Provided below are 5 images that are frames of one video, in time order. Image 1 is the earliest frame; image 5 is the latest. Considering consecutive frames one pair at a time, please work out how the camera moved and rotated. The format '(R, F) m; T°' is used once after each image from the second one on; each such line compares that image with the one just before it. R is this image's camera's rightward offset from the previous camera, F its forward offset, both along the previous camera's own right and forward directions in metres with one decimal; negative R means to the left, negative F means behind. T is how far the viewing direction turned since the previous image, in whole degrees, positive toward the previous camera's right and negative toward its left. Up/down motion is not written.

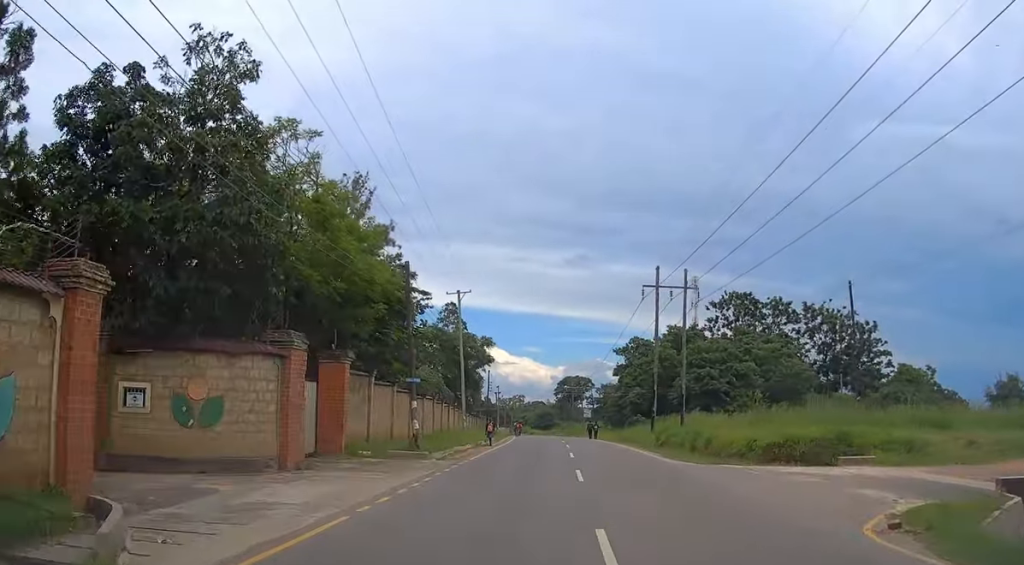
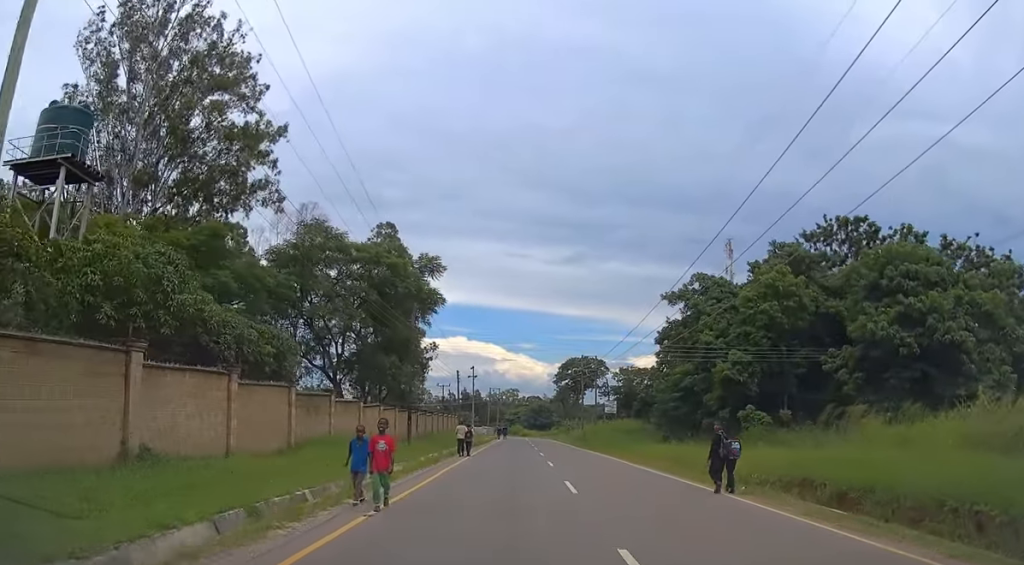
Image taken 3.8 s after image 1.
(+0.7, +46.6) m; 0°
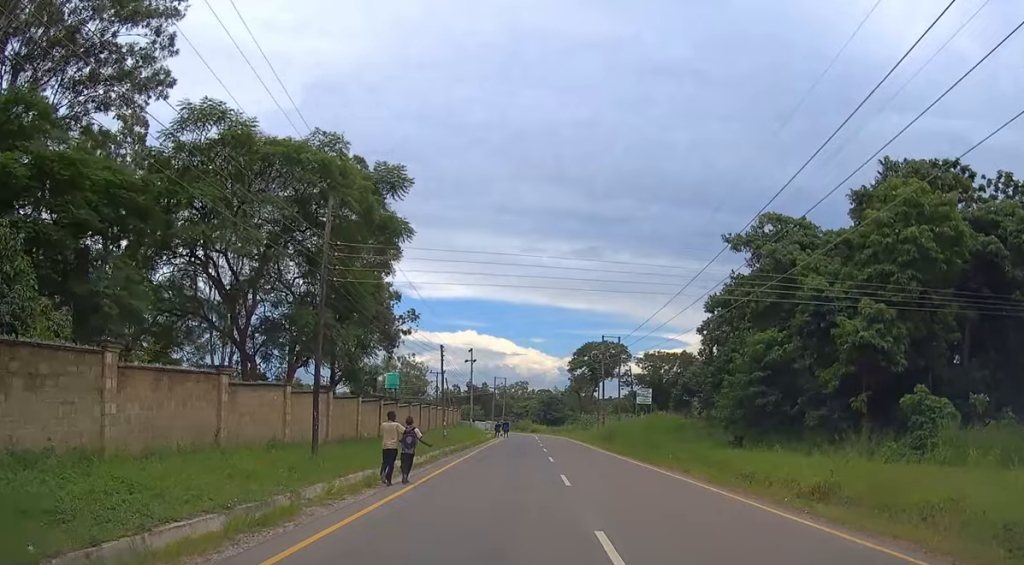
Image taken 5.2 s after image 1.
(+0.1, +17.1) m; 0°
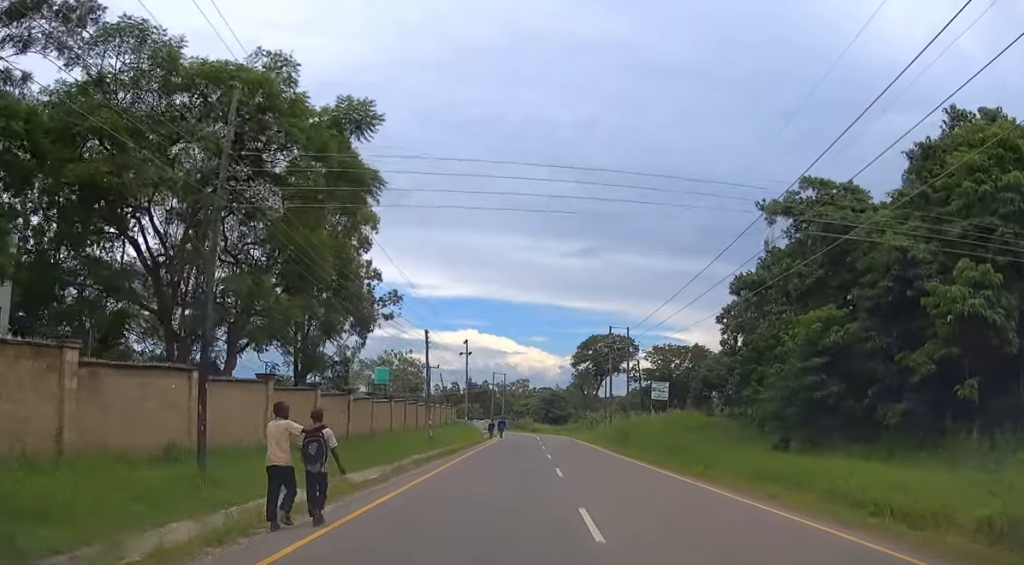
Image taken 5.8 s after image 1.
(-0.1, +7.0) m; -1°
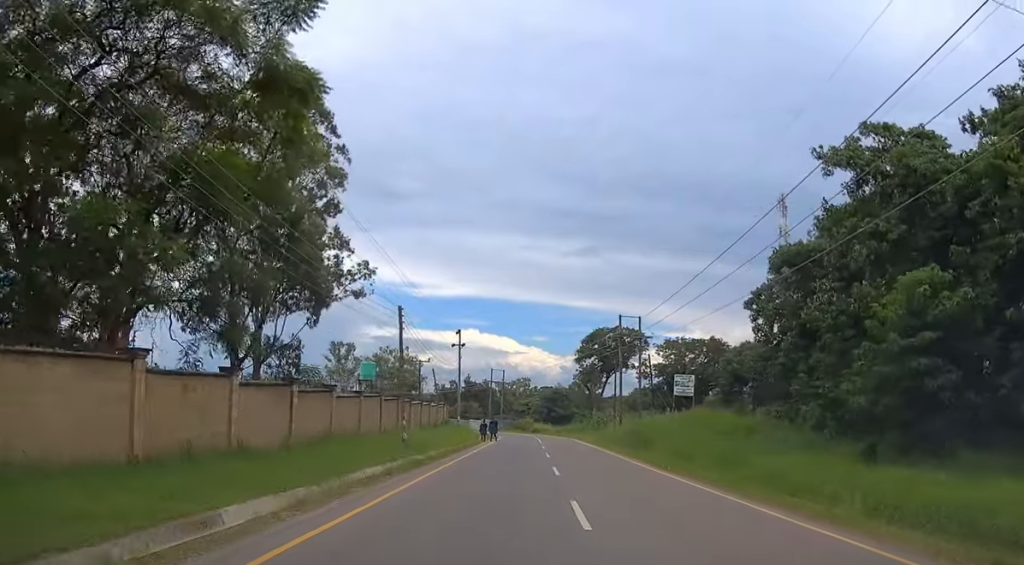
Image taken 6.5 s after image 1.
(0.0, +8.1) m; 0°
